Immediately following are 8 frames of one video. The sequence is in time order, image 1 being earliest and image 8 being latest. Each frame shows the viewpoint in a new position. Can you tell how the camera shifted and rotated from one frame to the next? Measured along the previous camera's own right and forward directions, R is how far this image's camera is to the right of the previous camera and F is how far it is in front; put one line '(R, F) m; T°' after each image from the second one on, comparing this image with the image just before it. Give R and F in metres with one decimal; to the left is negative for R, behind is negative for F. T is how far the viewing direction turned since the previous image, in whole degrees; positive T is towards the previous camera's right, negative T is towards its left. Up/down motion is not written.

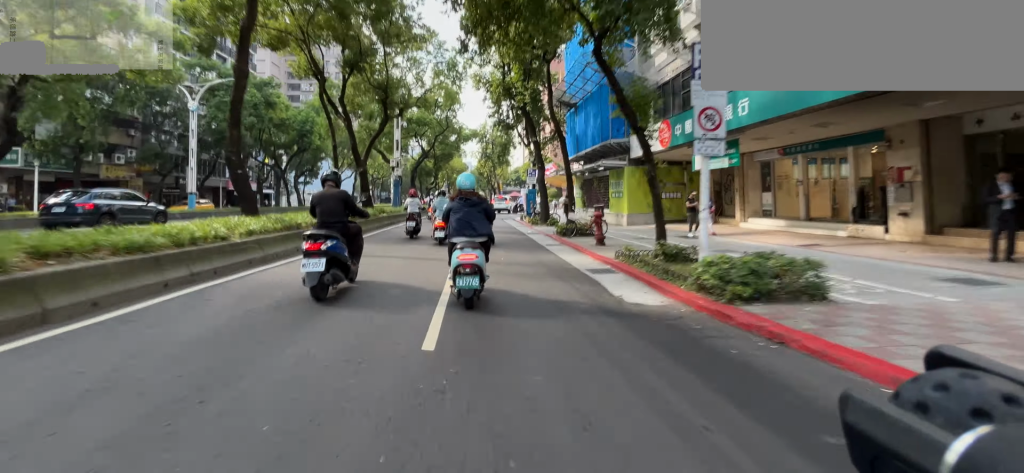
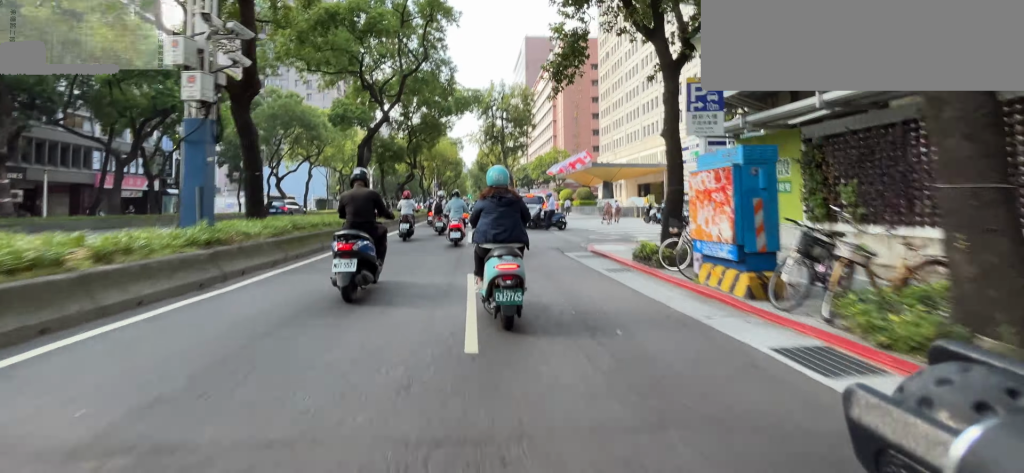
(+0.3, +16.1) m; +1°
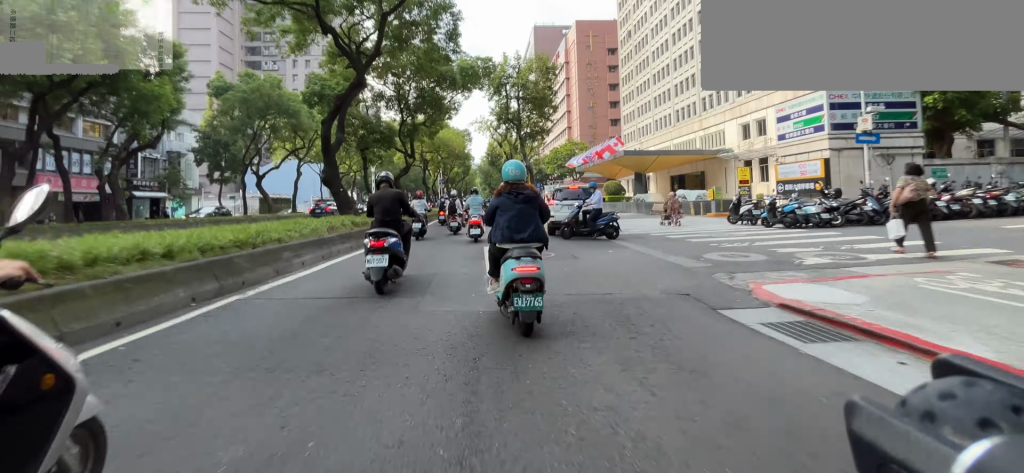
(0.0, +5.5) m; 0°
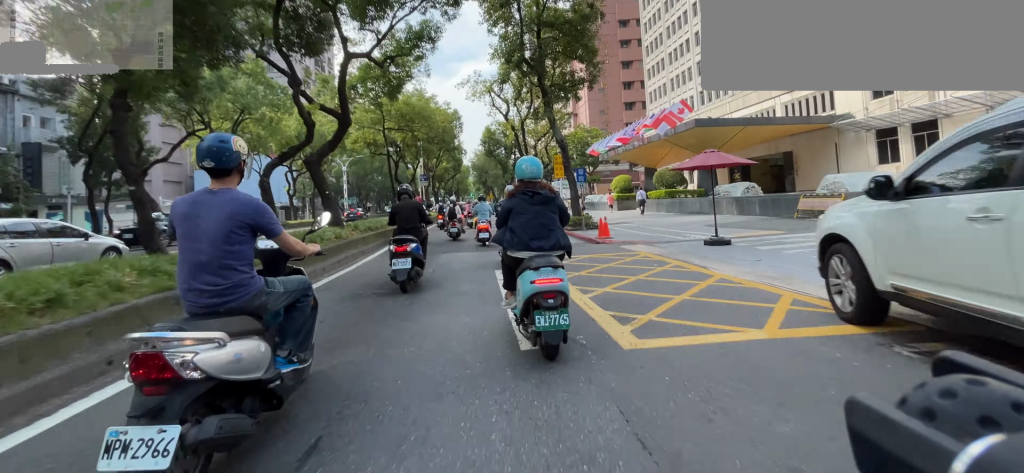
(0.0, +11.1) m; 0°
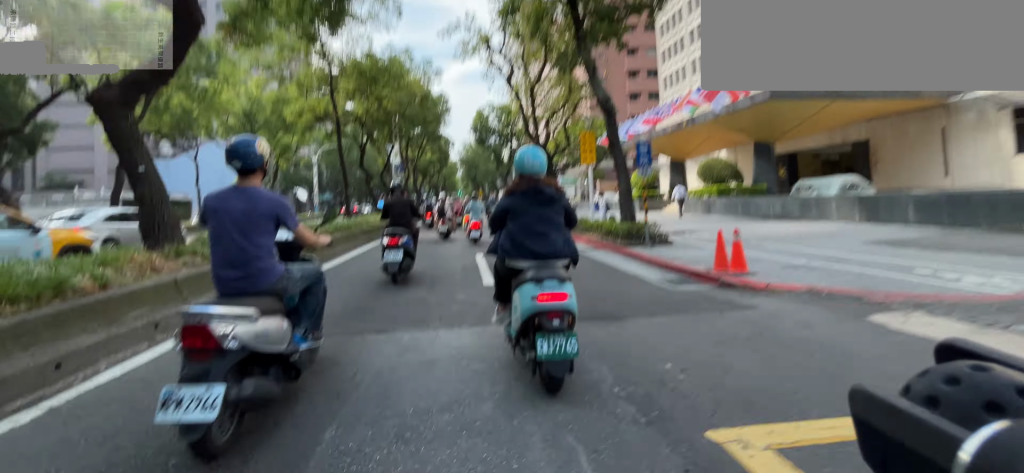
(0.0, +6.1) m; 0°
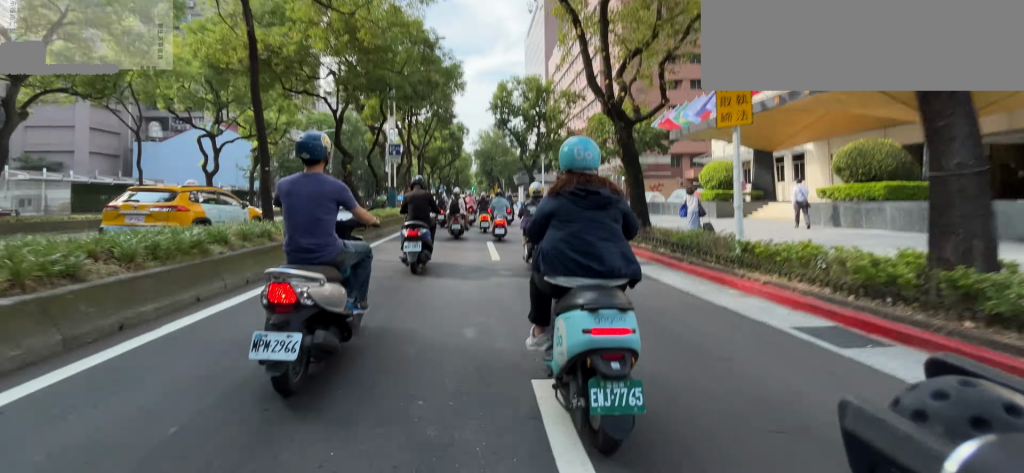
(0.0, +6.9) m; 0°
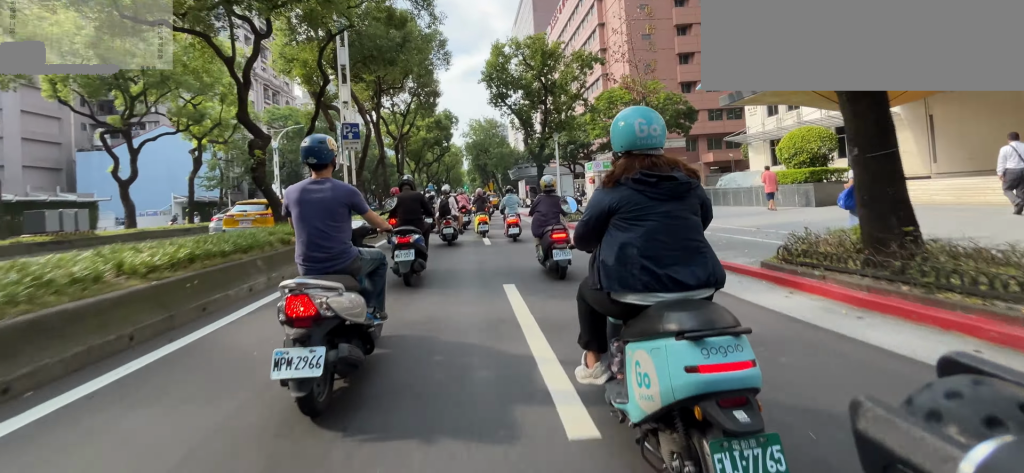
(0.0, +6.4) m; +1°
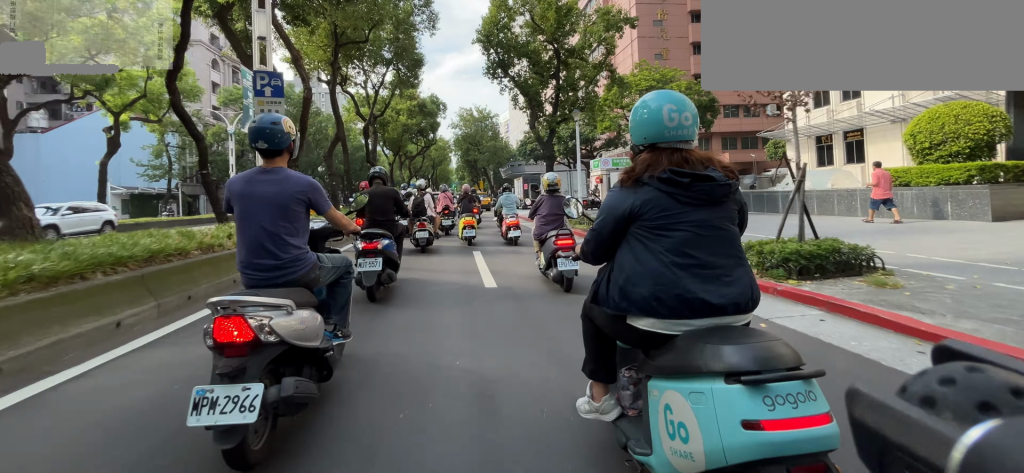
(0.0, +6.3) m; +2°
